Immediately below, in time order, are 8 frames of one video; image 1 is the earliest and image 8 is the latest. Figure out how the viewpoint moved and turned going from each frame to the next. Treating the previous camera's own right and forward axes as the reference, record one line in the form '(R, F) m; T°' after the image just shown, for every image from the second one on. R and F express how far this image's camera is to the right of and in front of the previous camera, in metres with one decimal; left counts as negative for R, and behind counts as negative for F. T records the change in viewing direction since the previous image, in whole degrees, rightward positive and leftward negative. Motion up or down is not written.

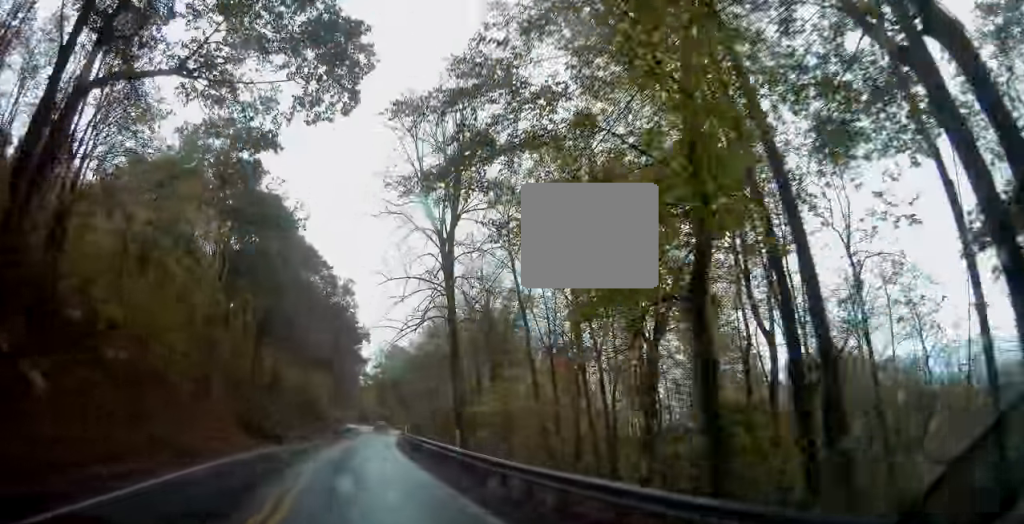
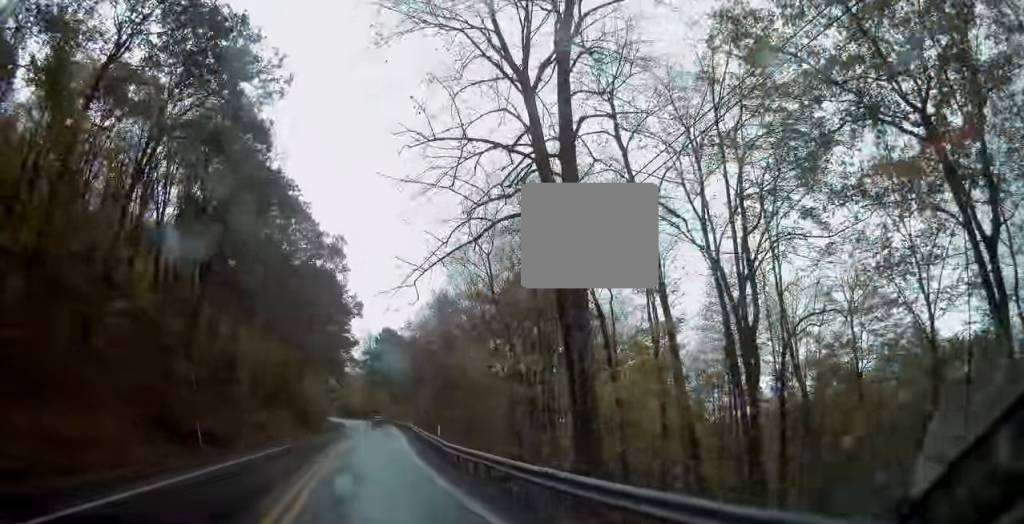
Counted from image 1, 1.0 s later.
(+0.2, +20.6) m; +2°
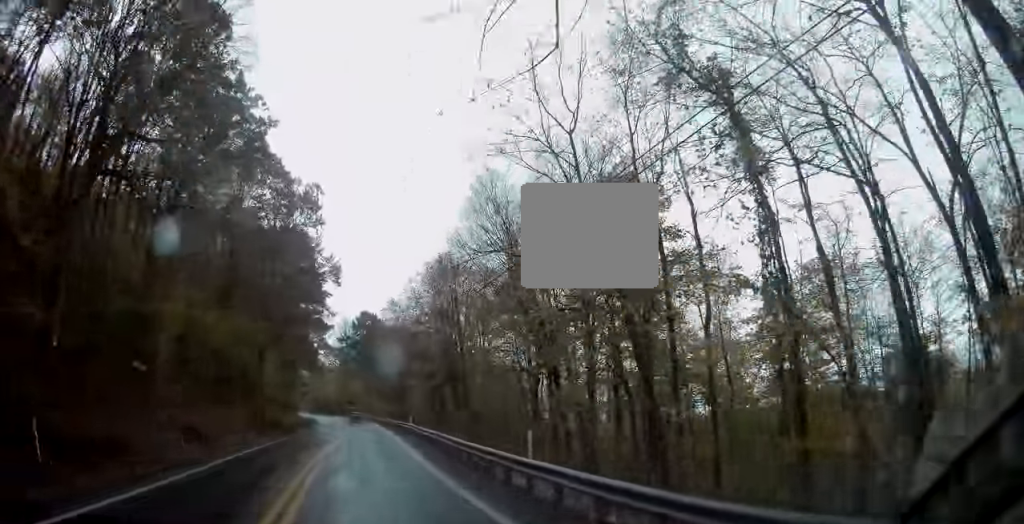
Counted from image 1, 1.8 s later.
(+0.3, +16.7) m; +2°
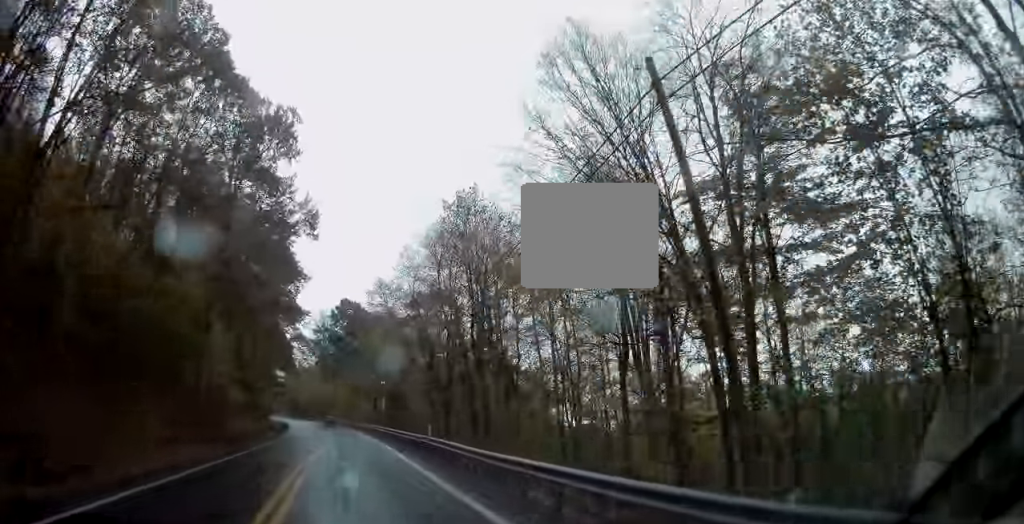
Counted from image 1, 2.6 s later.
(+0.3, +17.3) m; +1°
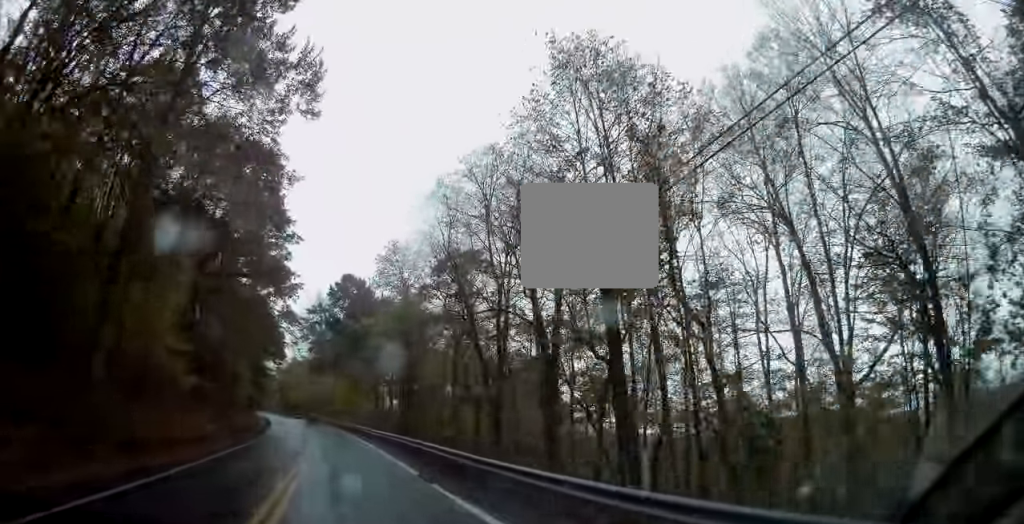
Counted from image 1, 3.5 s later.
(+0.1, +18.6) m; 0°
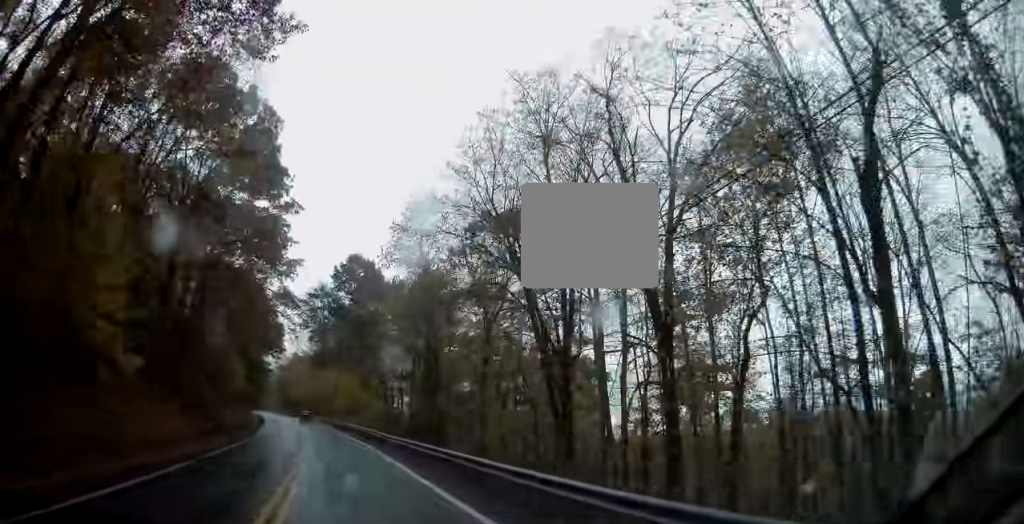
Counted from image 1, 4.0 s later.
(0.0, +11.0) m; 0°
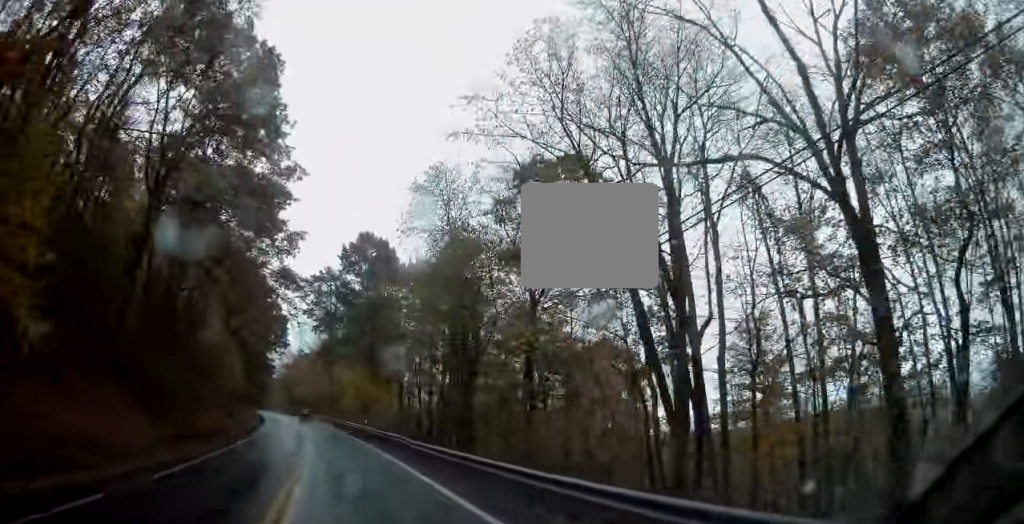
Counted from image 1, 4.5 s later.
(0.0, +9.7) m; 0°
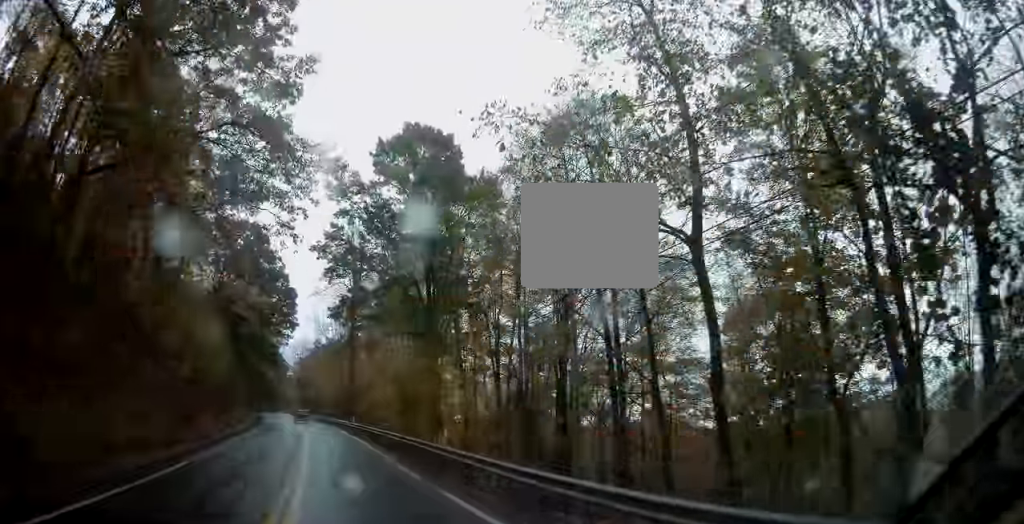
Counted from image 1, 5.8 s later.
(-0.4, +27.6) m; -2°
